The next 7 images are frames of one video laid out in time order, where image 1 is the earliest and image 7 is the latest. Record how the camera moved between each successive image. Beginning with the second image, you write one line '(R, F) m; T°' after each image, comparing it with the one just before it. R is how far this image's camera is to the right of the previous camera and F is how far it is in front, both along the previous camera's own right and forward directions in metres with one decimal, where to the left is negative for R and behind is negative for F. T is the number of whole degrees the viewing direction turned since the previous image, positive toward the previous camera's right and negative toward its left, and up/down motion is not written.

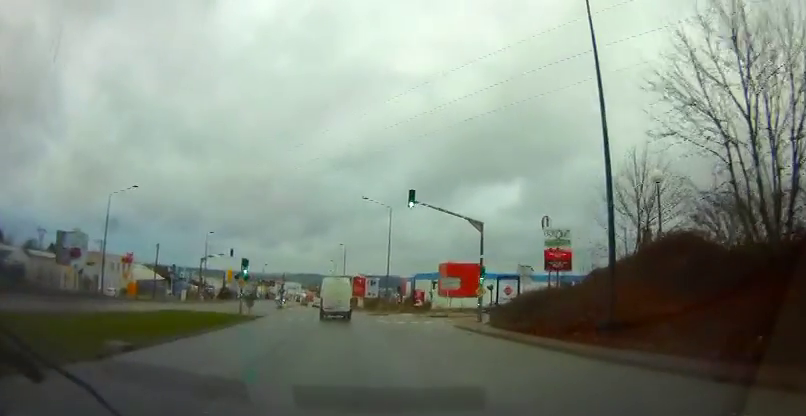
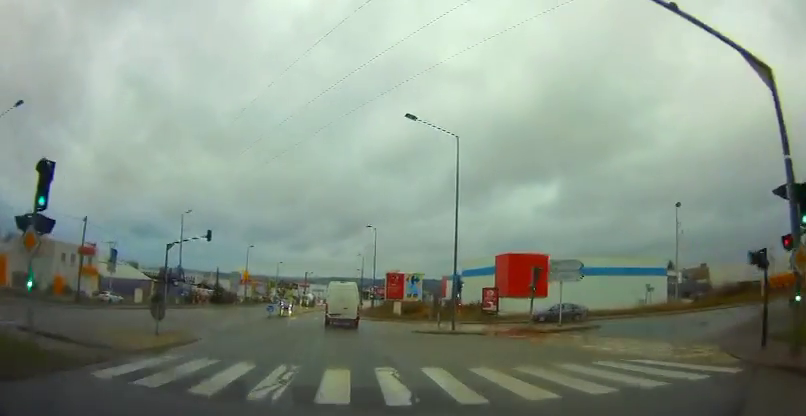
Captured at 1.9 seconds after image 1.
(-0.6, +22.0) m; -4°
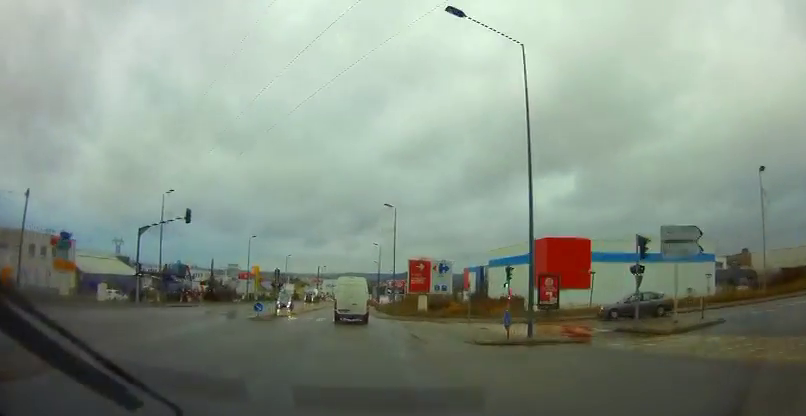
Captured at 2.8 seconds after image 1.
(-0.2, +9.7) m; -2°
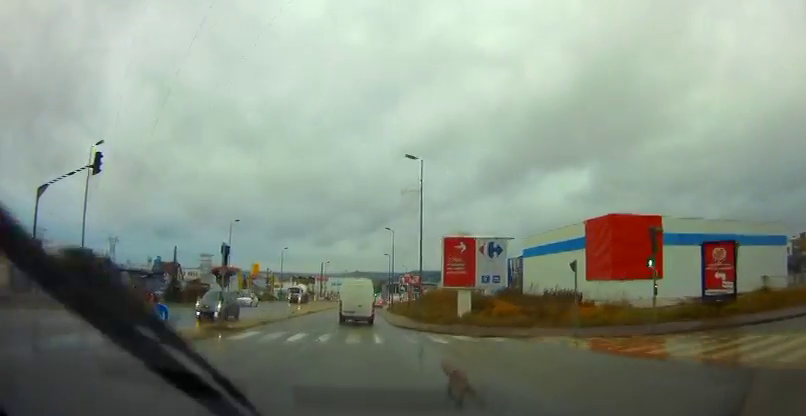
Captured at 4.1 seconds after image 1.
(-0.3, +15.8) m; -2°
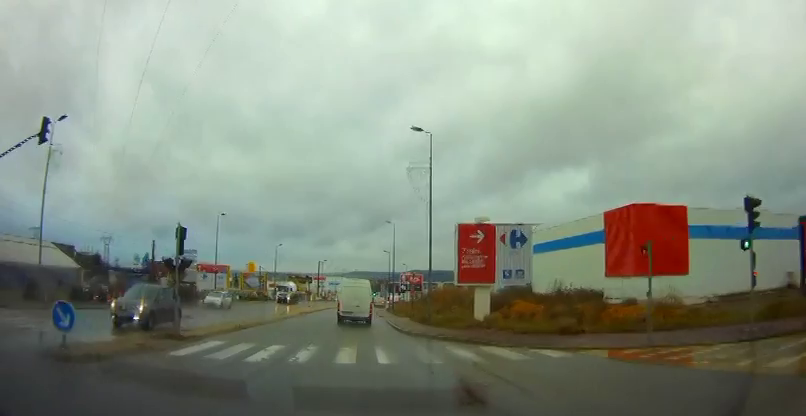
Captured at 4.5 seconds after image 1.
(0.0, +5.1) m; 0°
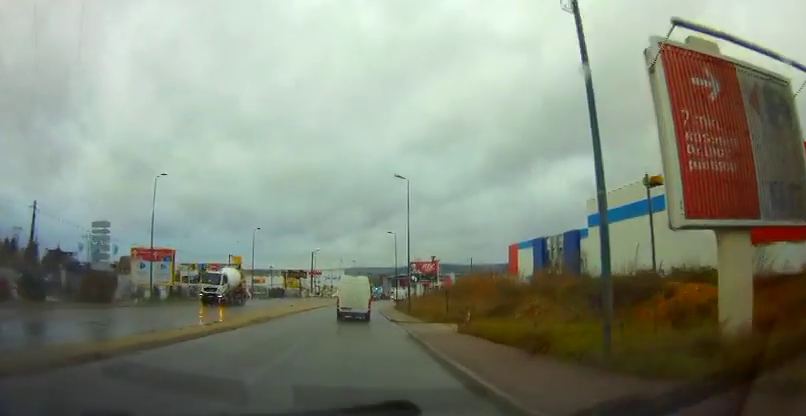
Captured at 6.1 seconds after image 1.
(-0.1, +18.9) m; -1°
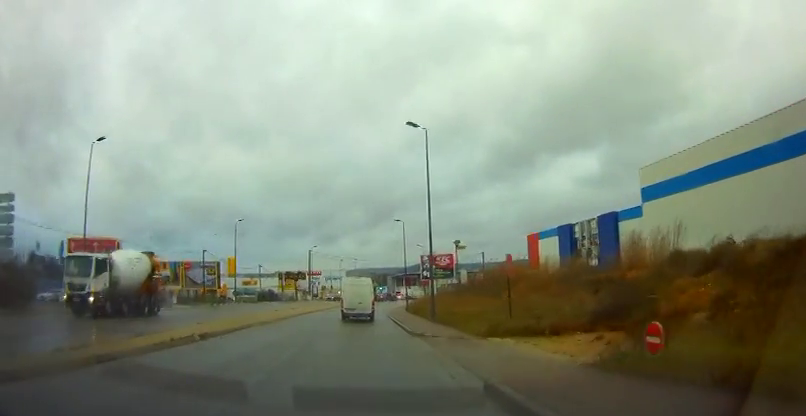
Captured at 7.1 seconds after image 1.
(0.0, +11.4) m; 0°
